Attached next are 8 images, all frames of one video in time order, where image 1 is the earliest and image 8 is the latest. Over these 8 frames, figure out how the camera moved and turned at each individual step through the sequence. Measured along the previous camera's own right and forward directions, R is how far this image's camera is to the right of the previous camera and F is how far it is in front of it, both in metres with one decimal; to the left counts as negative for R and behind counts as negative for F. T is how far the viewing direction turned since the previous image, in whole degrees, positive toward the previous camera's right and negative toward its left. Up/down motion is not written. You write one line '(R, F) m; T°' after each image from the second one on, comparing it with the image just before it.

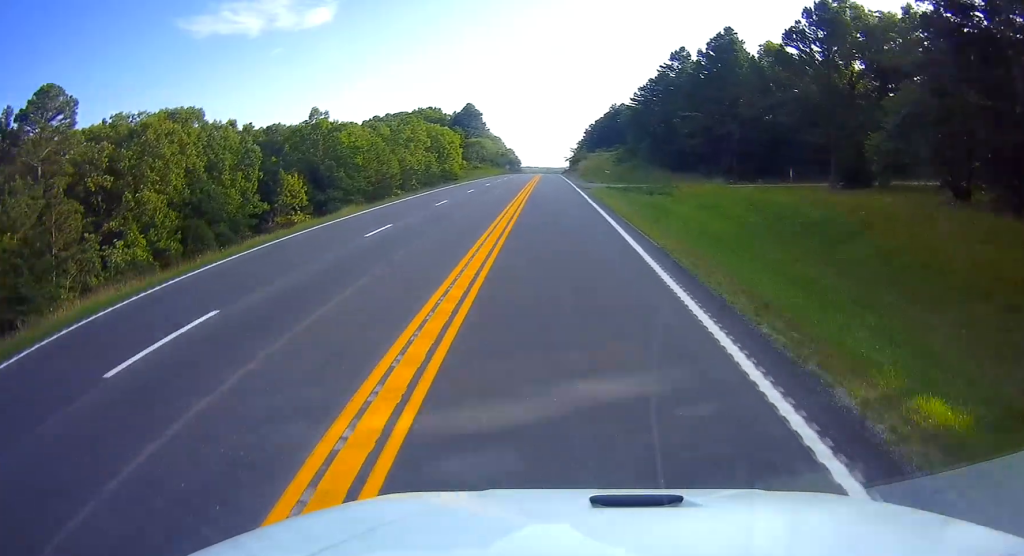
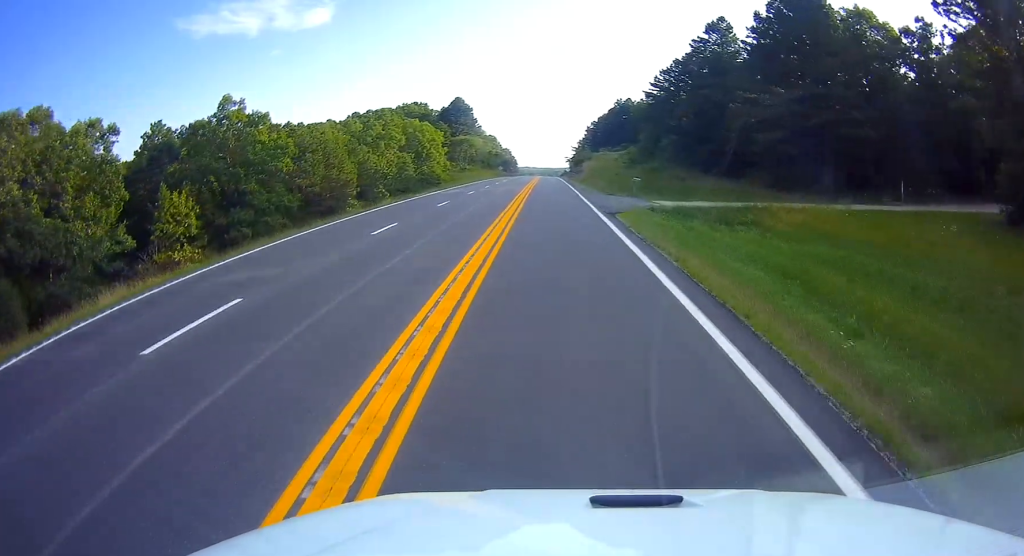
(0.0, +23.3) m; 0°
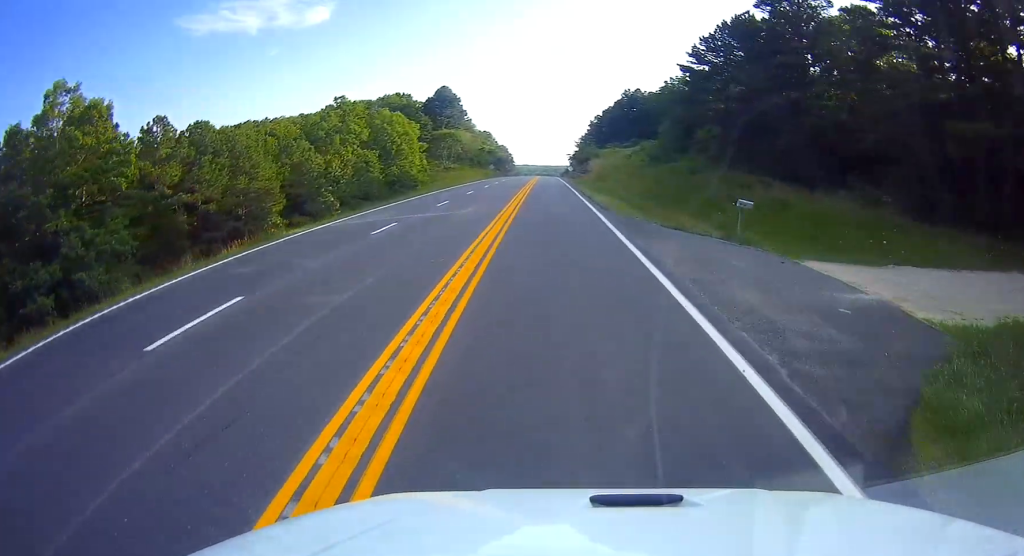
(+0.1, +24.1) m; 0°
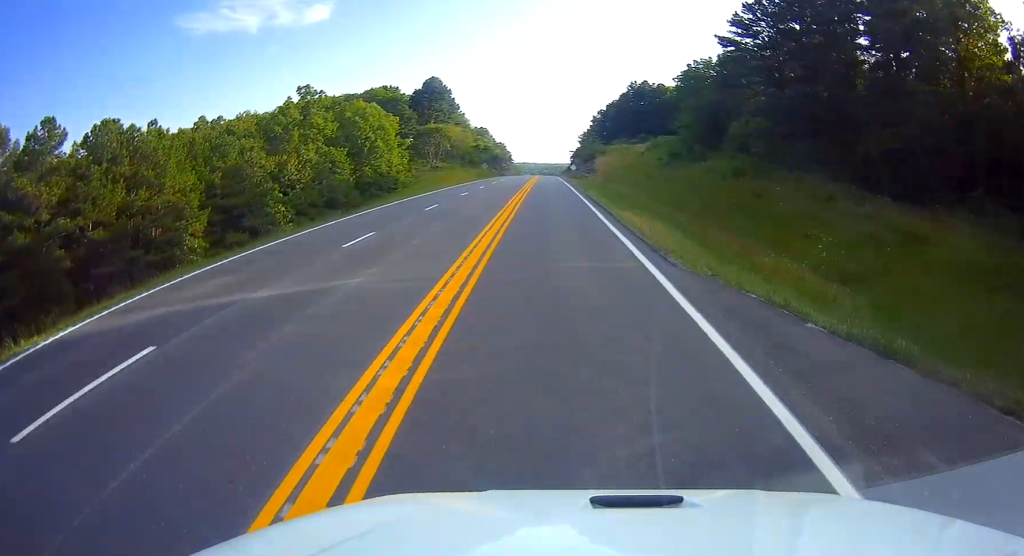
(0.0, +15.0) m; 0°
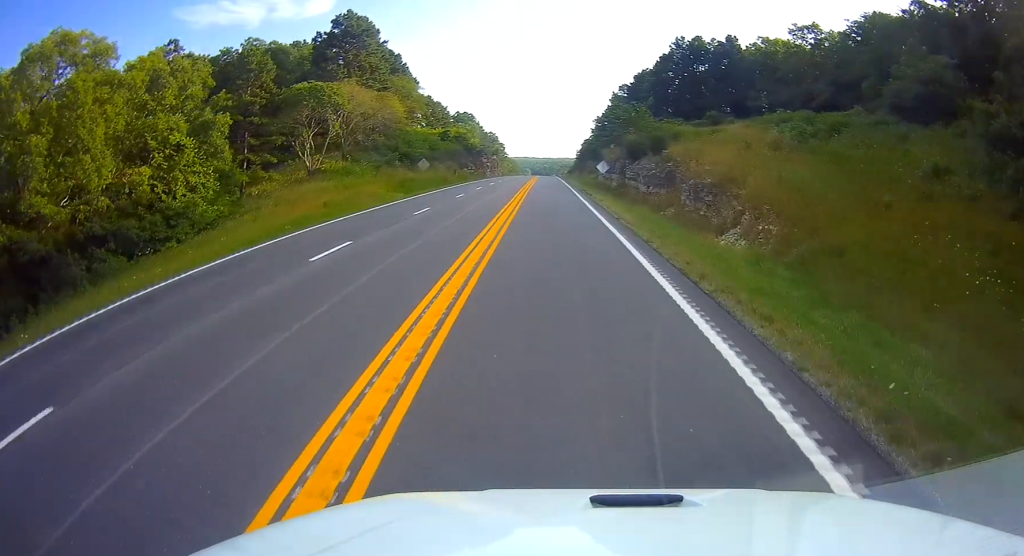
(-0.1, +63.1) m; -1°
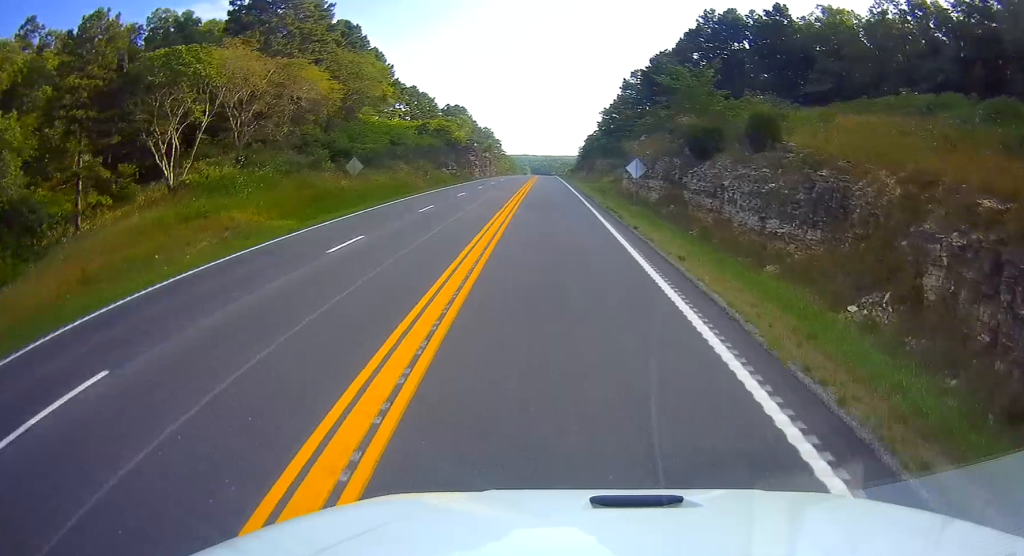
(-0.3, +23.0) m; 0°
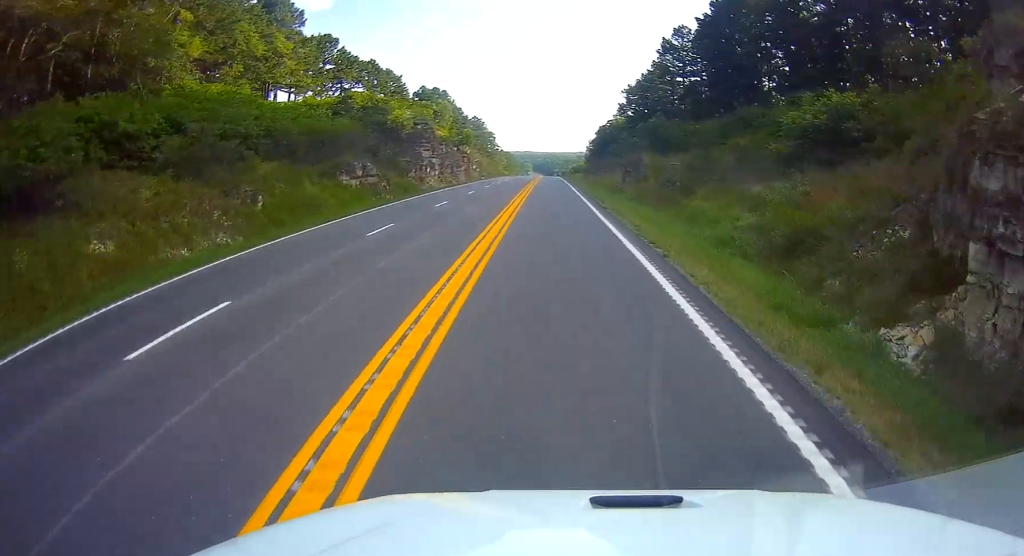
(+0.2, +45.1) m; +1°
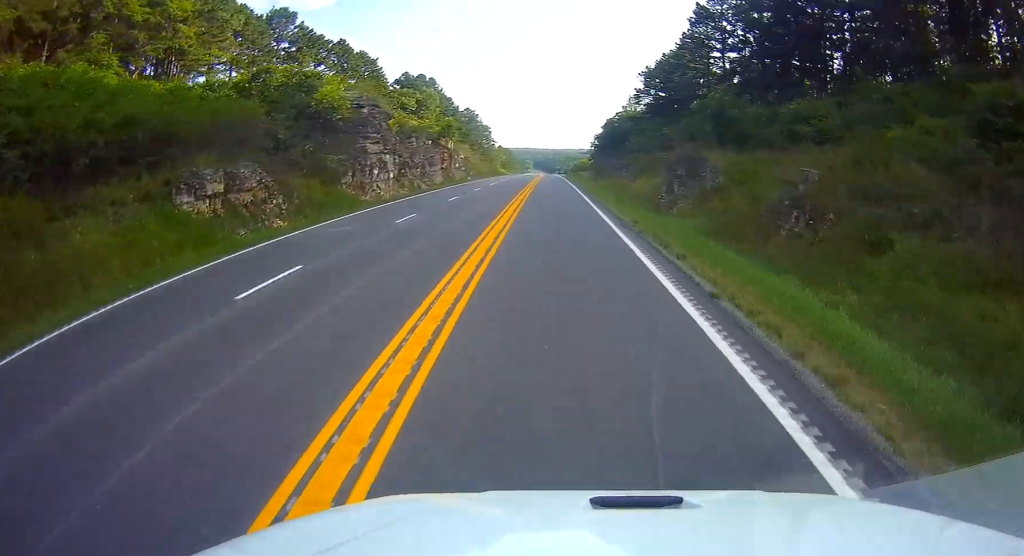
(+0.1, +21.1) m; 0°
